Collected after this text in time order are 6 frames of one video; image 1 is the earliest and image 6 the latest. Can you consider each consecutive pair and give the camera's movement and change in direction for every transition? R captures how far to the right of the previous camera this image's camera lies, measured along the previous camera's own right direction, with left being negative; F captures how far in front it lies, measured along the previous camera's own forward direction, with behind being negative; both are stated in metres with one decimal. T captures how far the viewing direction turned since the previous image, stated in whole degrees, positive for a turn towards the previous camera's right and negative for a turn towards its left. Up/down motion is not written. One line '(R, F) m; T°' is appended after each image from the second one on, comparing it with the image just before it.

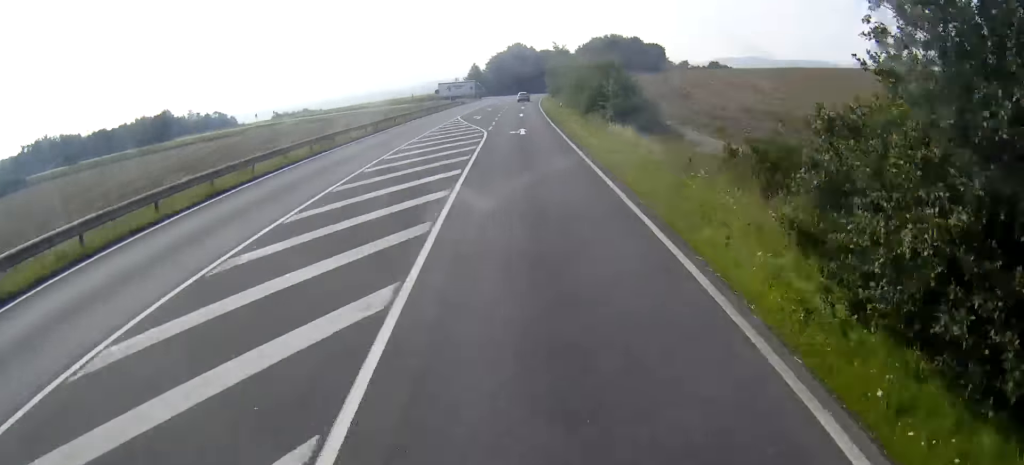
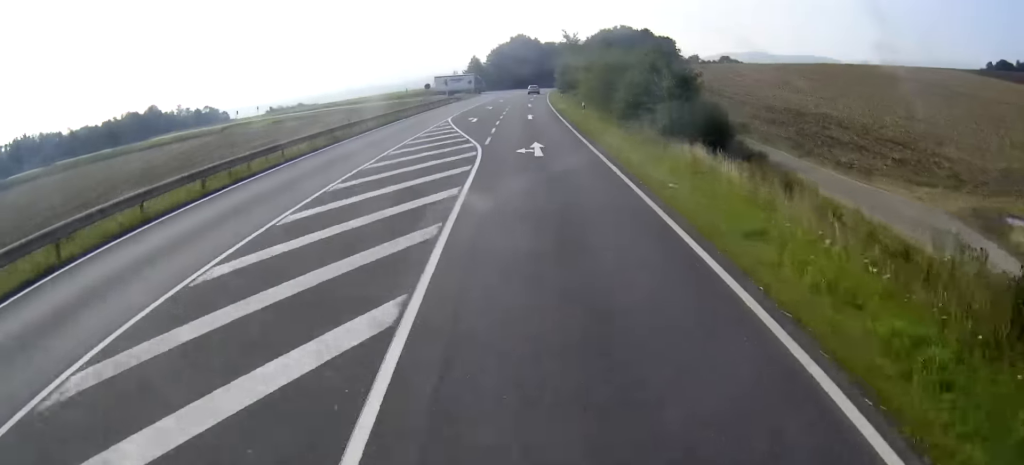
(+0.1, +12.6) m; 0°
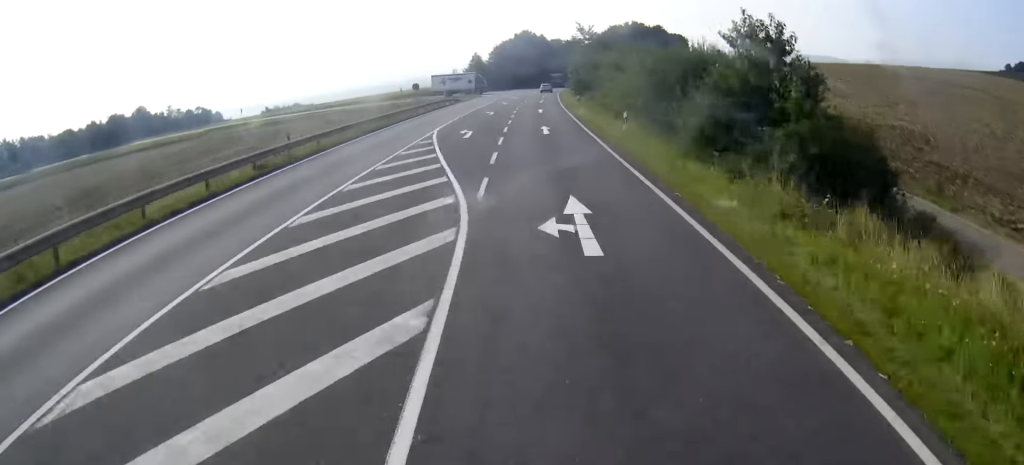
(-0.1, +11.7) m; 0°
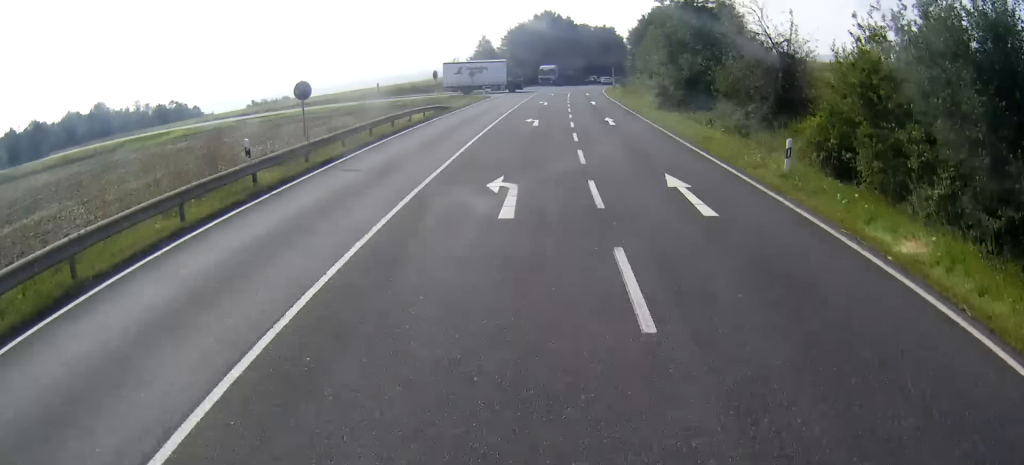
(-0.1, +38.6) m; 0°
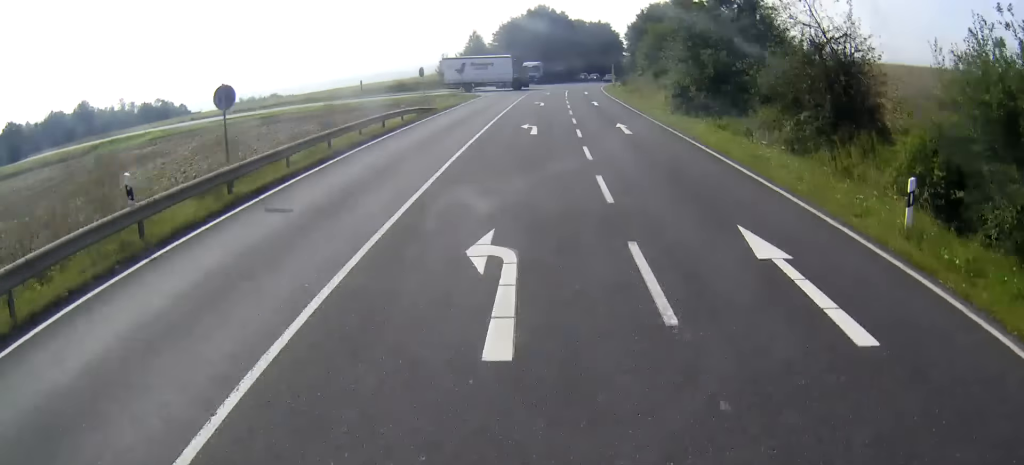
(0.0, +6.2) m; 0°
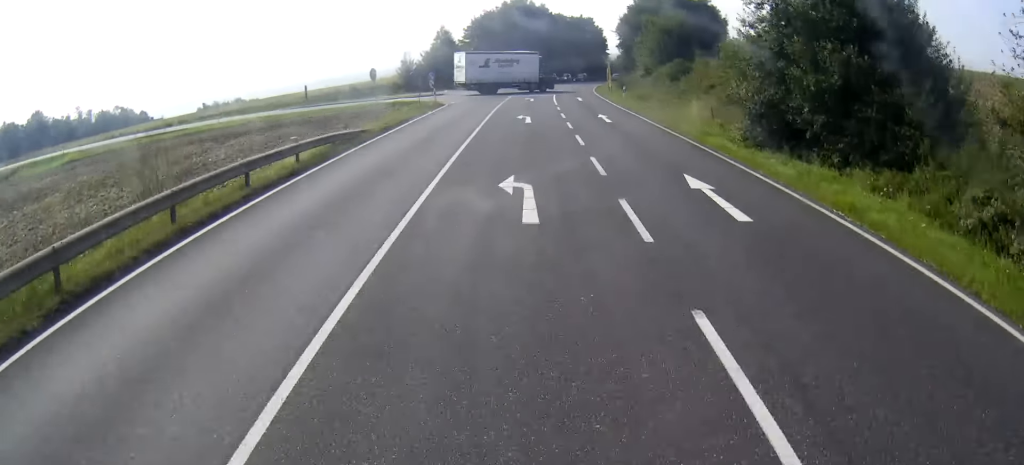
(+0.1, +15.3) m; +1°
